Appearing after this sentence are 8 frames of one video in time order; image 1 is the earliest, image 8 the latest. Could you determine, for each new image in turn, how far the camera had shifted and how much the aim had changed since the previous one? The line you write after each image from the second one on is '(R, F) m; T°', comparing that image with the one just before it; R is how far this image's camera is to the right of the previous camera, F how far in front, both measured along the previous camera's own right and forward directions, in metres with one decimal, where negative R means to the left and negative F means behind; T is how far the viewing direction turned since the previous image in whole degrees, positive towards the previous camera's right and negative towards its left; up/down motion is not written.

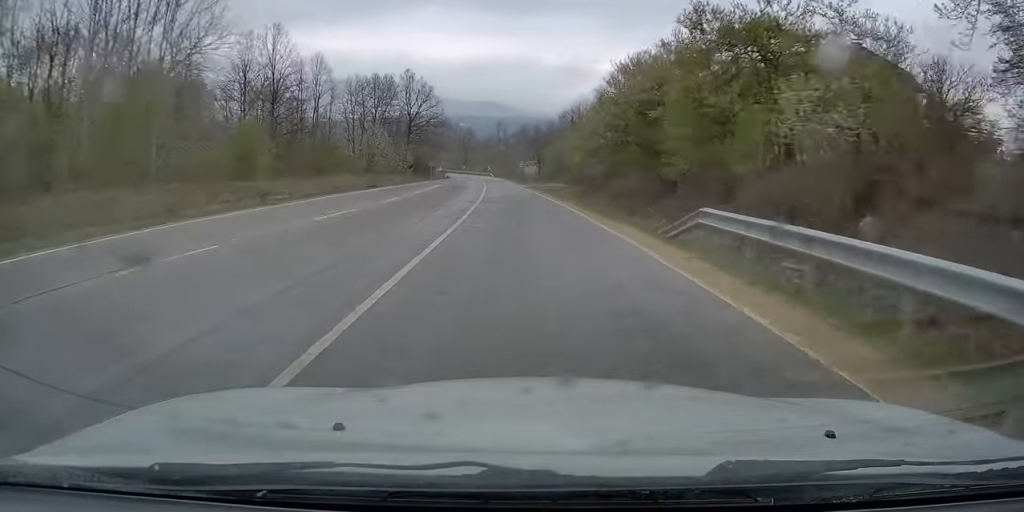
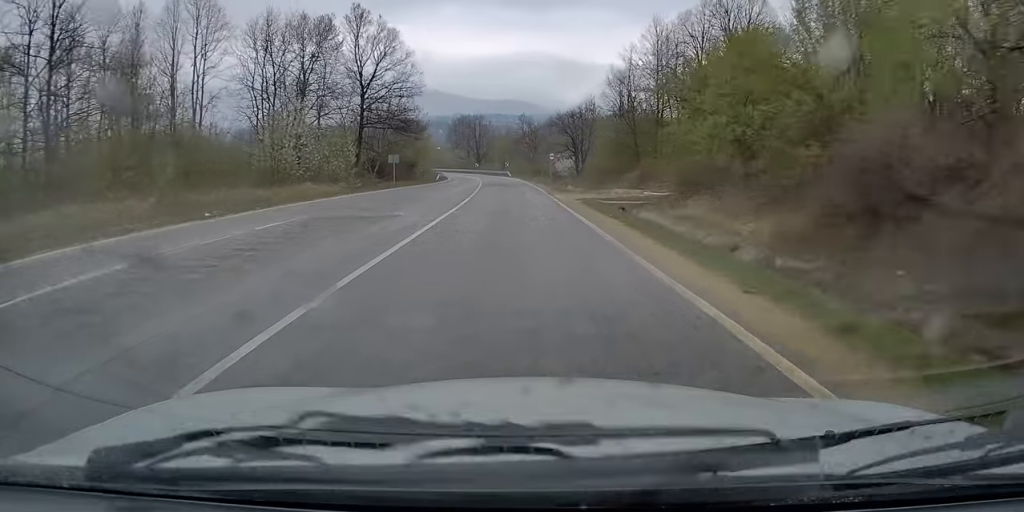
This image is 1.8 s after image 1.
(-1.2, +37.8) m; -2°
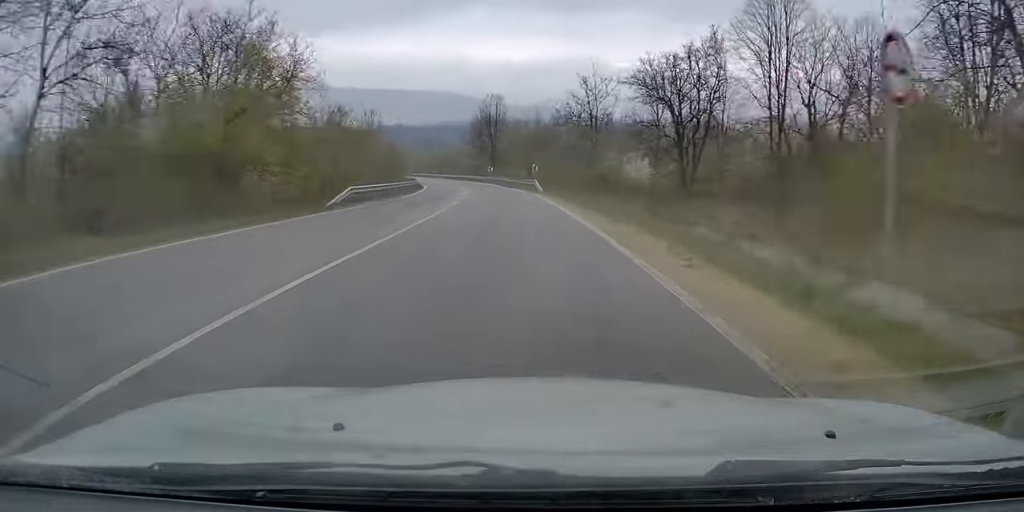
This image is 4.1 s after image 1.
(-1.6, +47.6) m; -4°
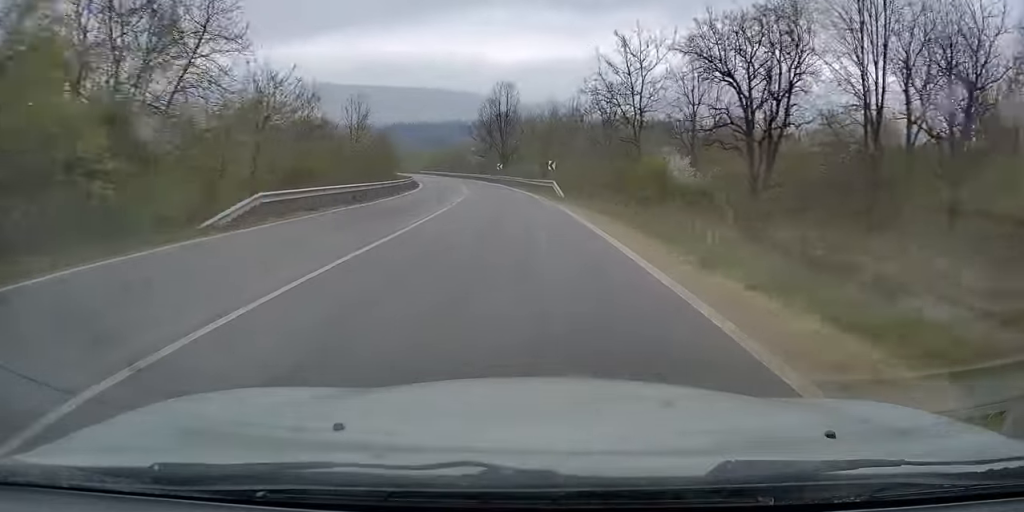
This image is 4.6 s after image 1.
(0.0, +11.2) m; -1°
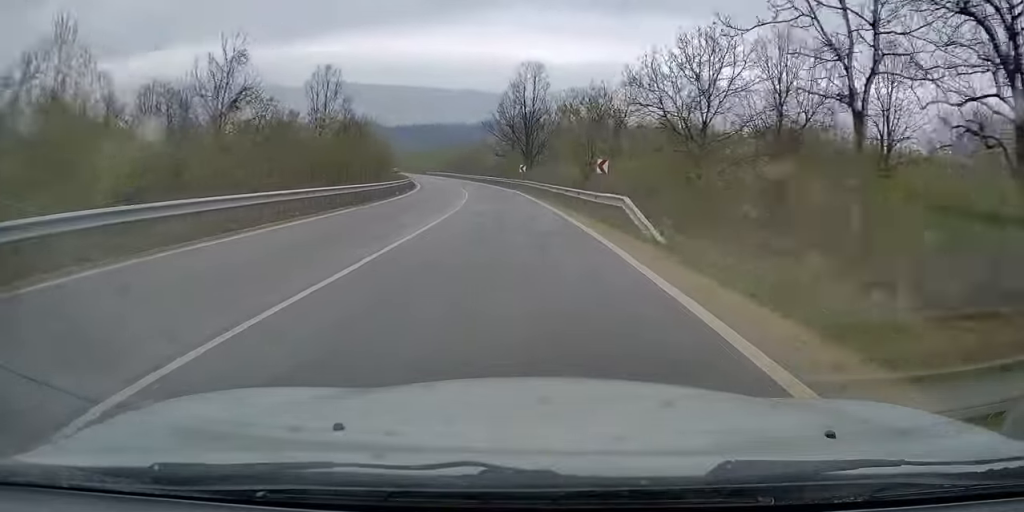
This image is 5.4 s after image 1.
(-0.5, +17.5) m; -3°
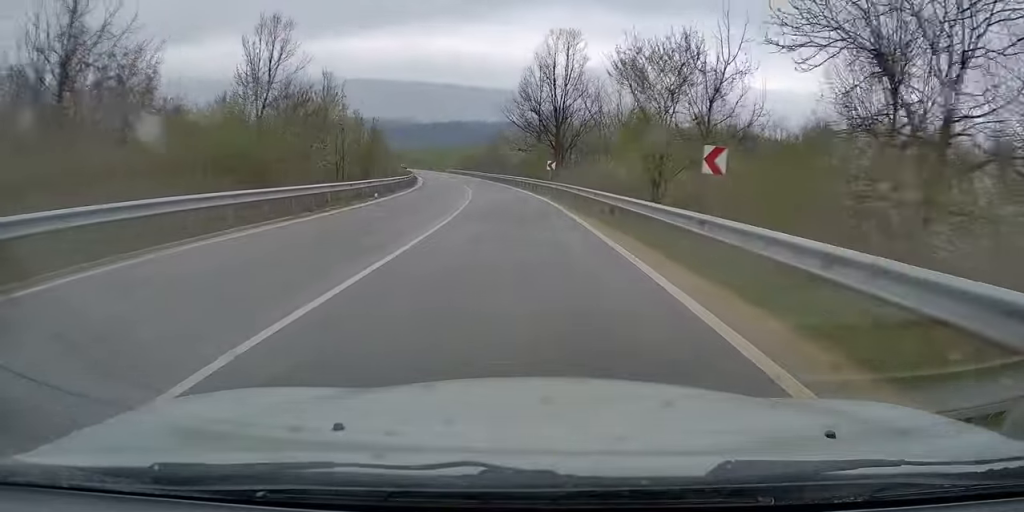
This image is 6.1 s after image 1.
(-0.3, +14.0) m; -2°
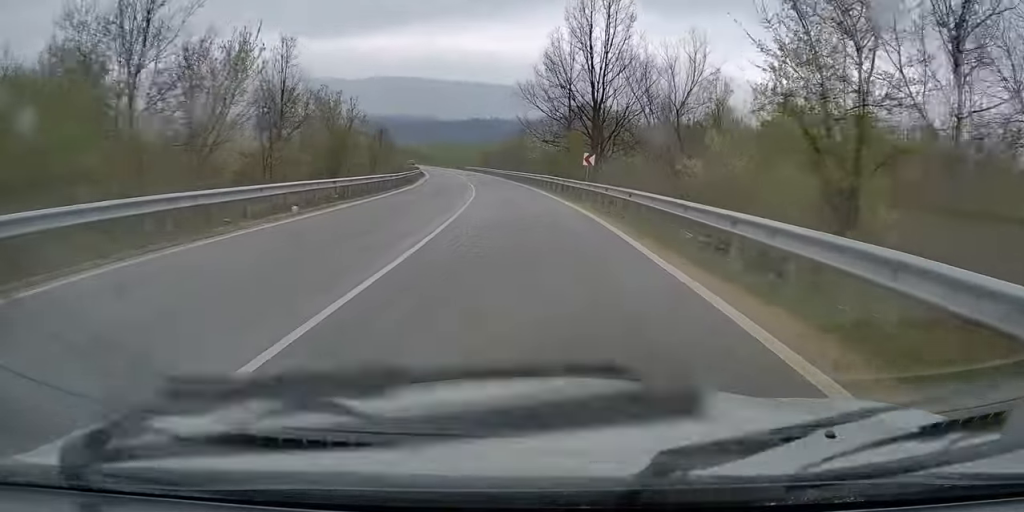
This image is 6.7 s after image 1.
(-0.1, +12.6) m; -2°
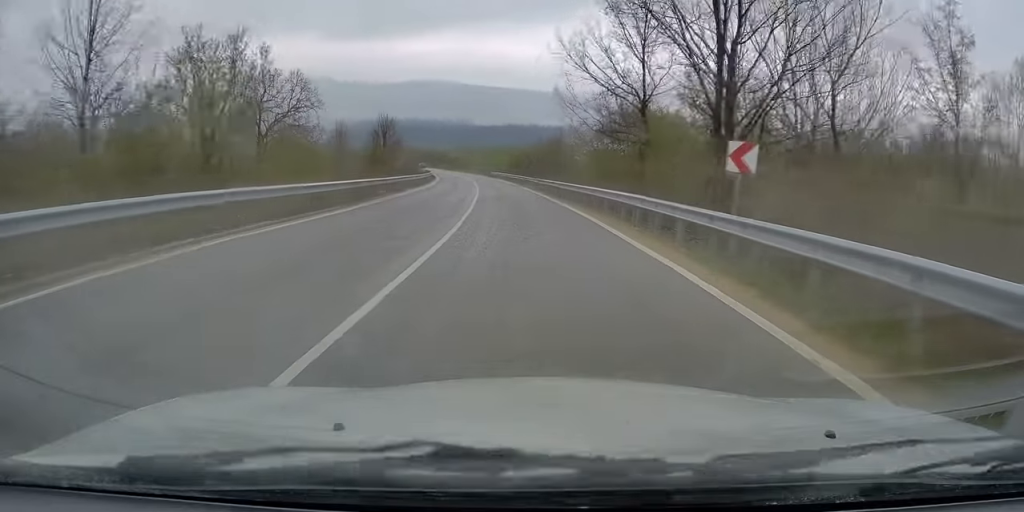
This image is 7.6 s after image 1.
(-0.7, +19.7) m; -3°
